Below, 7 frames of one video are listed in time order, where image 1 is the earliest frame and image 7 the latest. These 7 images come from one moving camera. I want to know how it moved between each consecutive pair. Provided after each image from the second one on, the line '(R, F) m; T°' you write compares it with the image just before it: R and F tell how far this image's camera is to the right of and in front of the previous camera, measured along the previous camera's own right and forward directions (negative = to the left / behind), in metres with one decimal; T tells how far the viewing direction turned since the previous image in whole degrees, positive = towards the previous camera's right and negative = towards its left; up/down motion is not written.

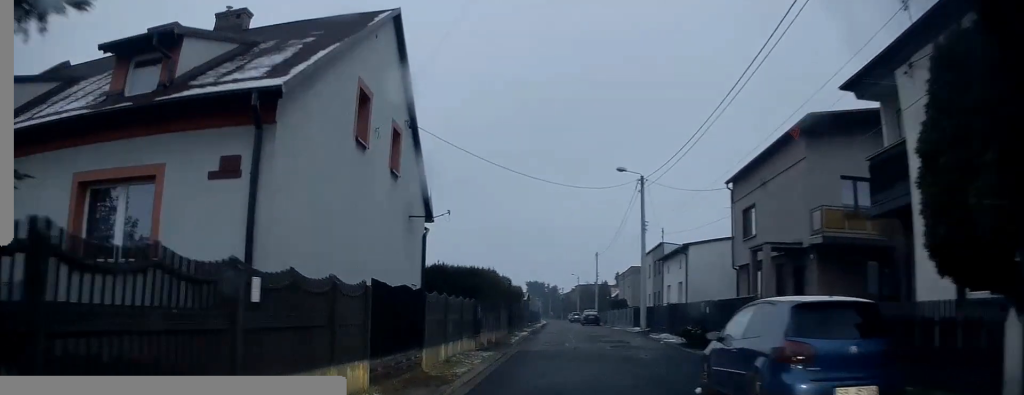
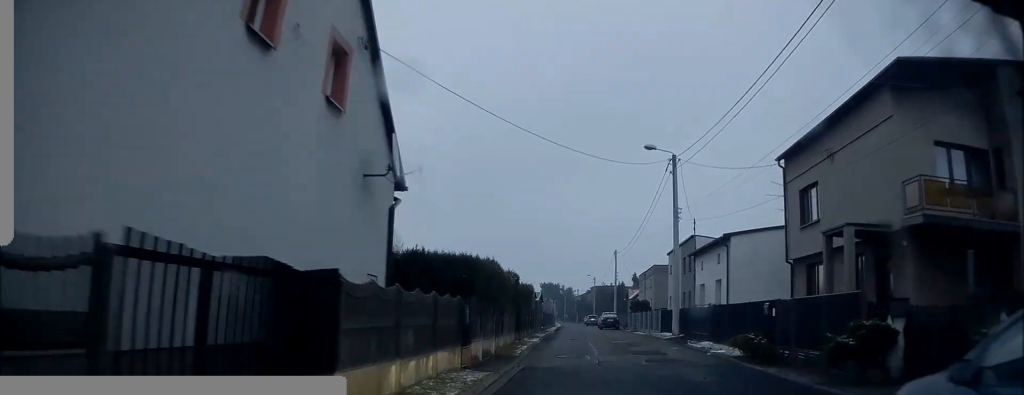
(-0.1, +5.1) m; +2°
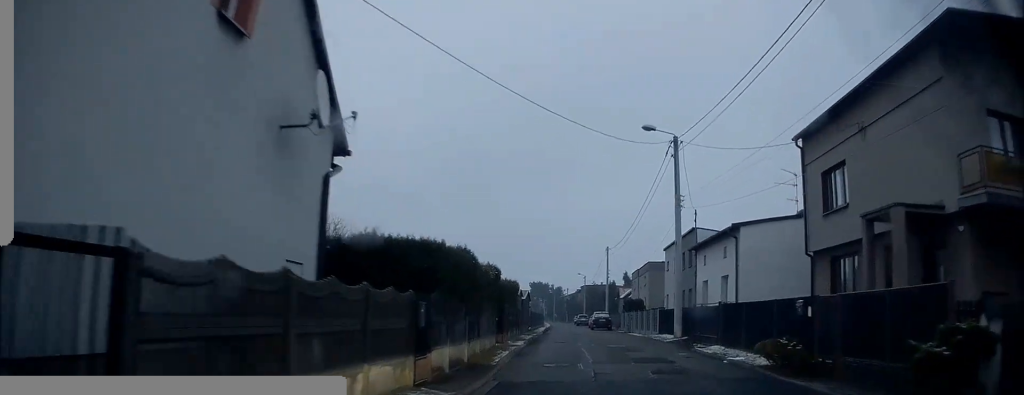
(+0.1, +3.0) m; +1°
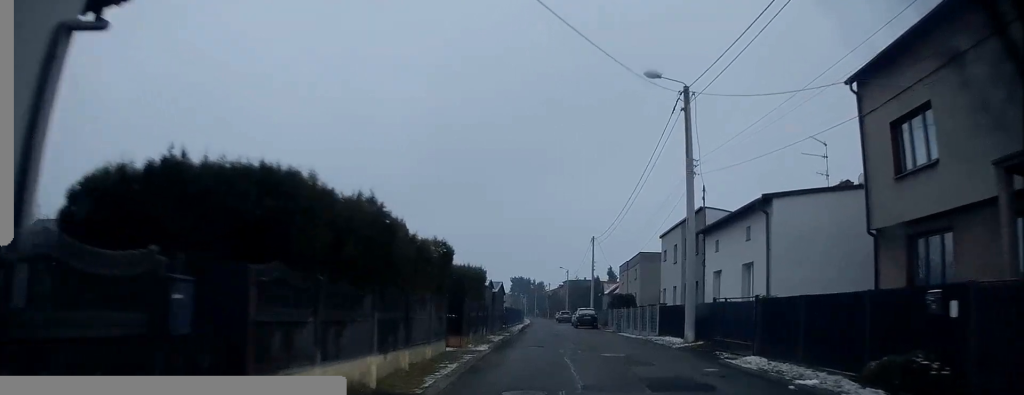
(+0.1, +5.9) m; -1°
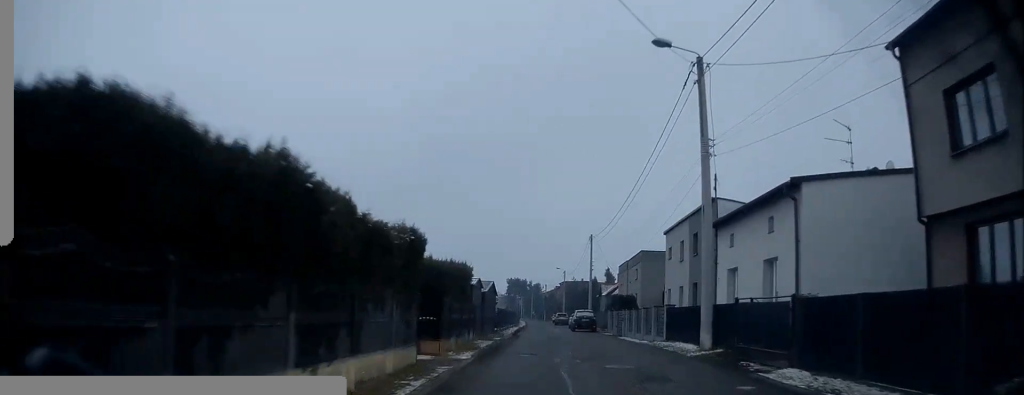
(-0.2, +2.7) m; 0°
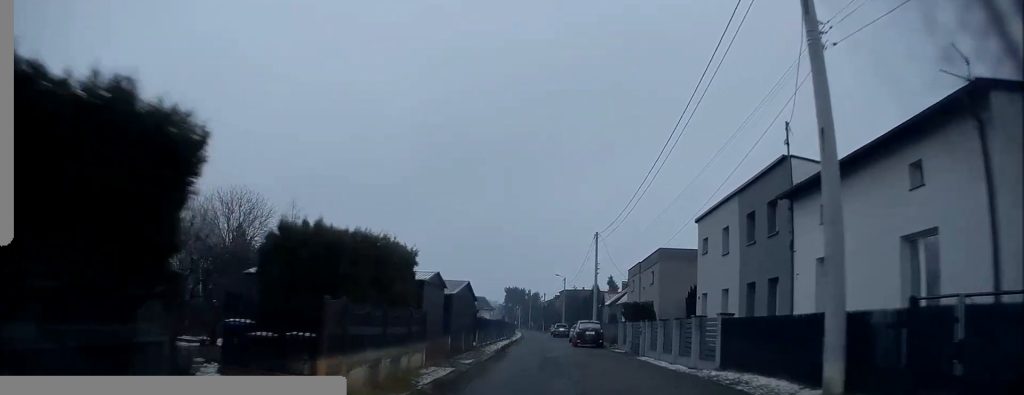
(+0.4, +8.5) m; +2°
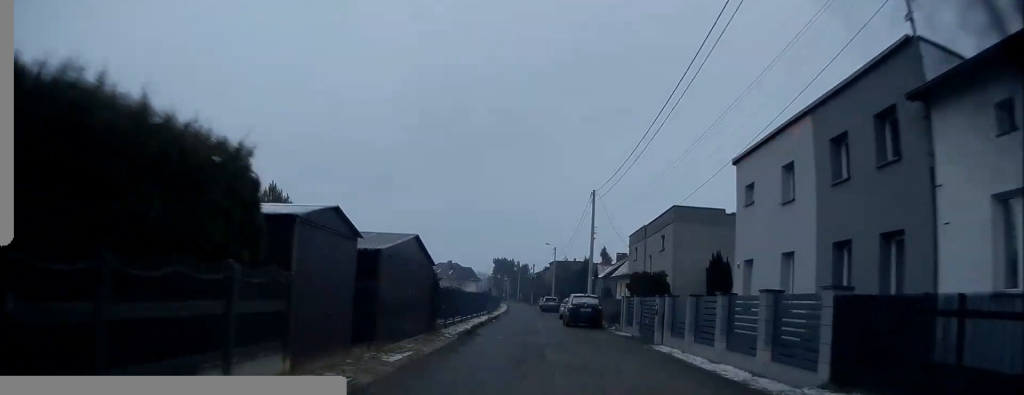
(-0.1, +7.3) m; -3°
